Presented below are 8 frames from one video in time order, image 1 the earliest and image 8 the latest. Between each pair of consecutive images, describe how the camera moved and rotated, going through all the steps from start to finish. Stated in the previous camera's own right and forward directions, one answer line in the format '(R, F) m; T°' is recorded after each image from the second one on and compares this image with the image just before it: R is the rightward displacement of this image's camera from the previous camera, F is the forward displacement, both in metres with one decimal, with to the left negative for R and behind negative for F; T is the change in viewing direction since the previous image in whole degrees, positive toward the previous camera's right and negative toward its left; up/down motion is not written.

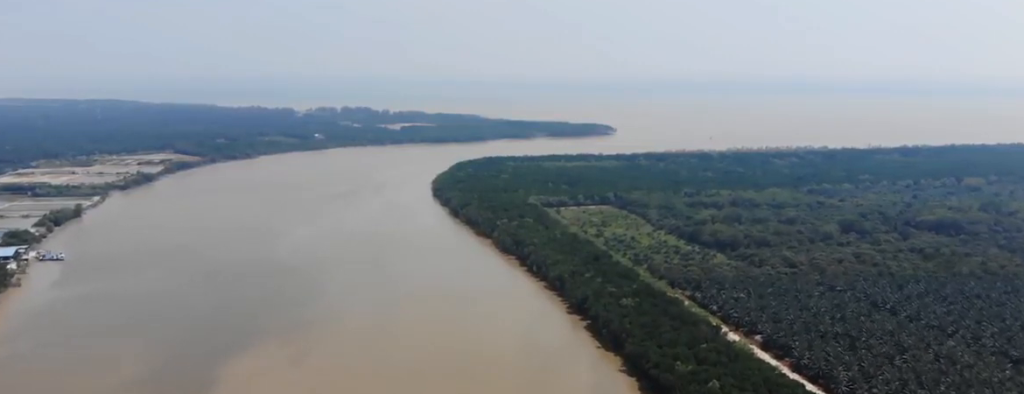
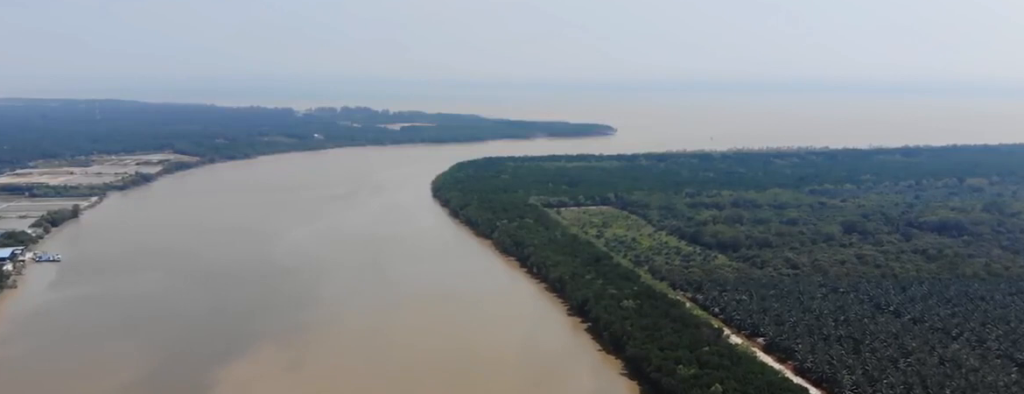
(+0.4, +5.6) m; +1°
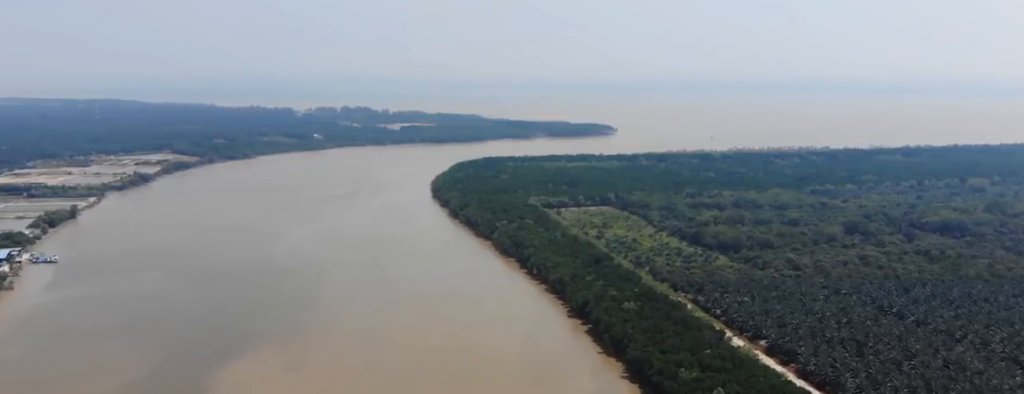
(+0.2, +4.8) m; -1°
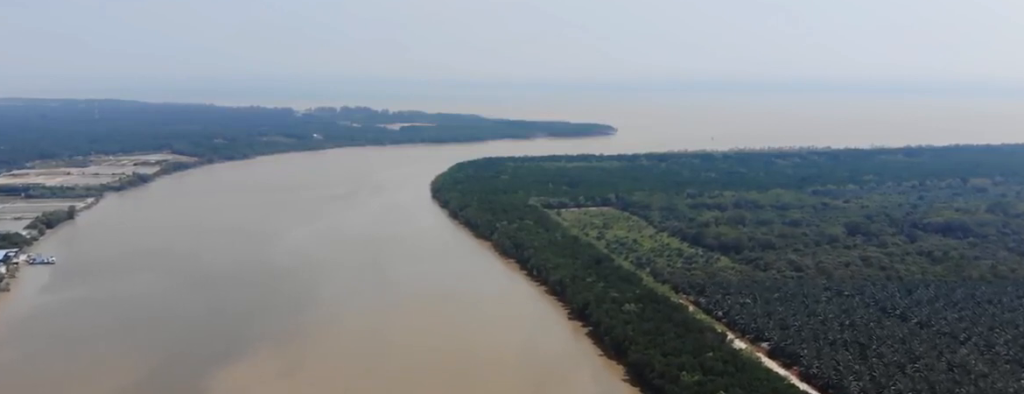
(-0.4, +4.9) m; -3°
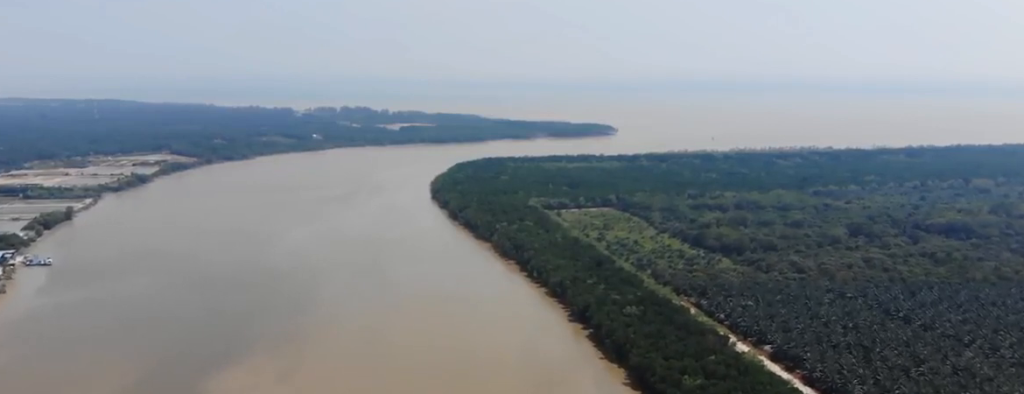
(0.0, +5.4) m; 0°
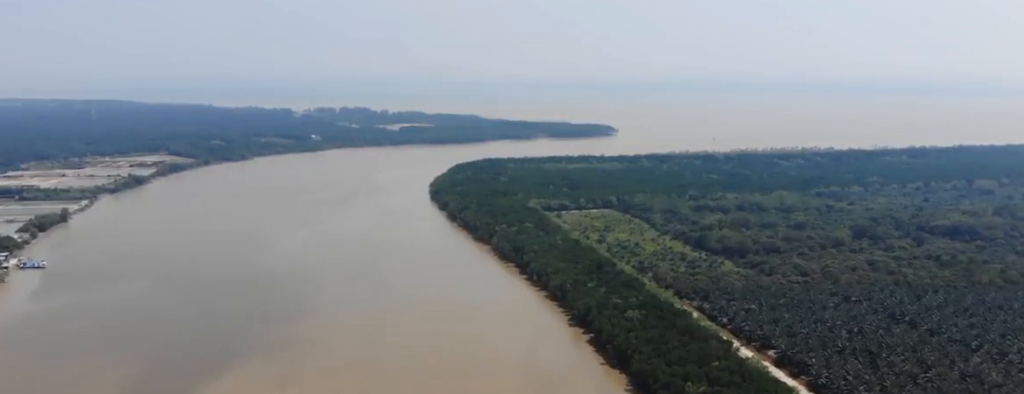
(+0.1, +9.2) m; +1°
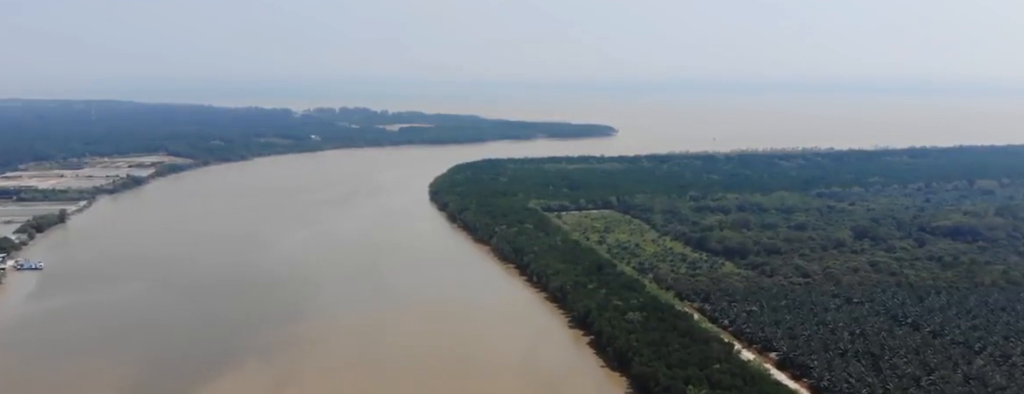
(0.0, +3.8) m; 0°
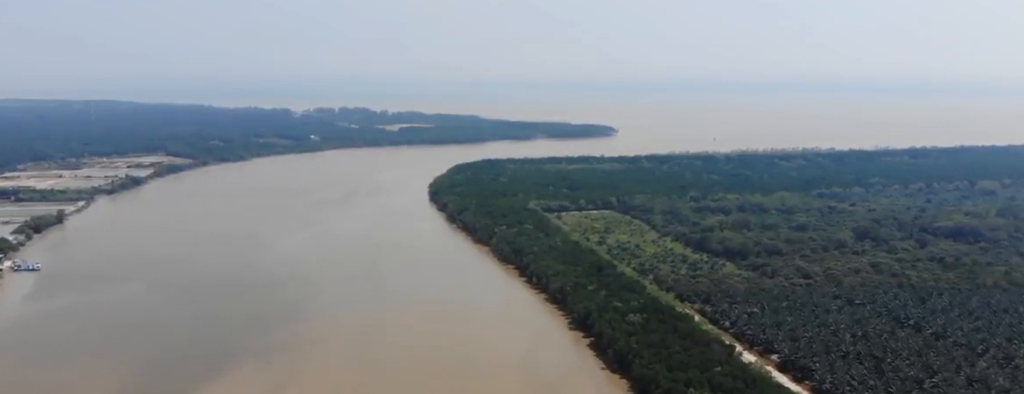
(0.0, +3.5) m; 0°
